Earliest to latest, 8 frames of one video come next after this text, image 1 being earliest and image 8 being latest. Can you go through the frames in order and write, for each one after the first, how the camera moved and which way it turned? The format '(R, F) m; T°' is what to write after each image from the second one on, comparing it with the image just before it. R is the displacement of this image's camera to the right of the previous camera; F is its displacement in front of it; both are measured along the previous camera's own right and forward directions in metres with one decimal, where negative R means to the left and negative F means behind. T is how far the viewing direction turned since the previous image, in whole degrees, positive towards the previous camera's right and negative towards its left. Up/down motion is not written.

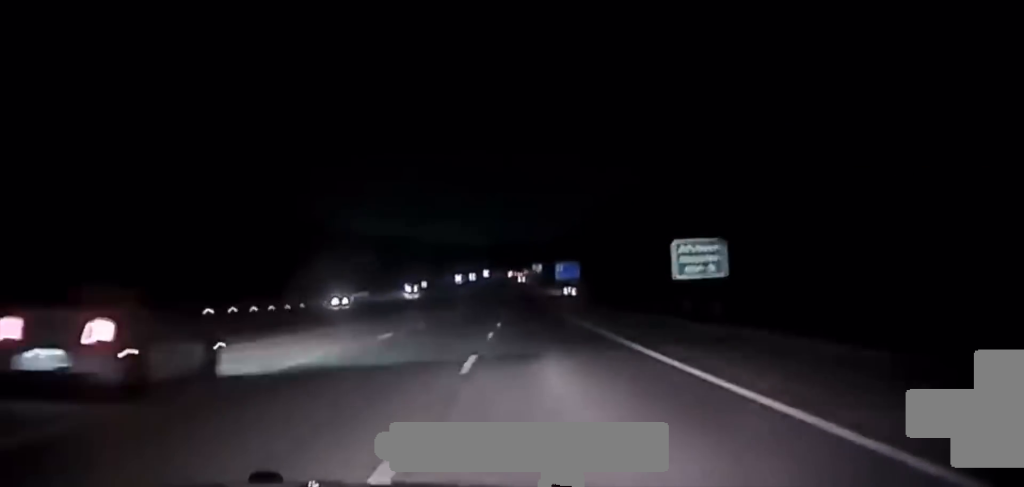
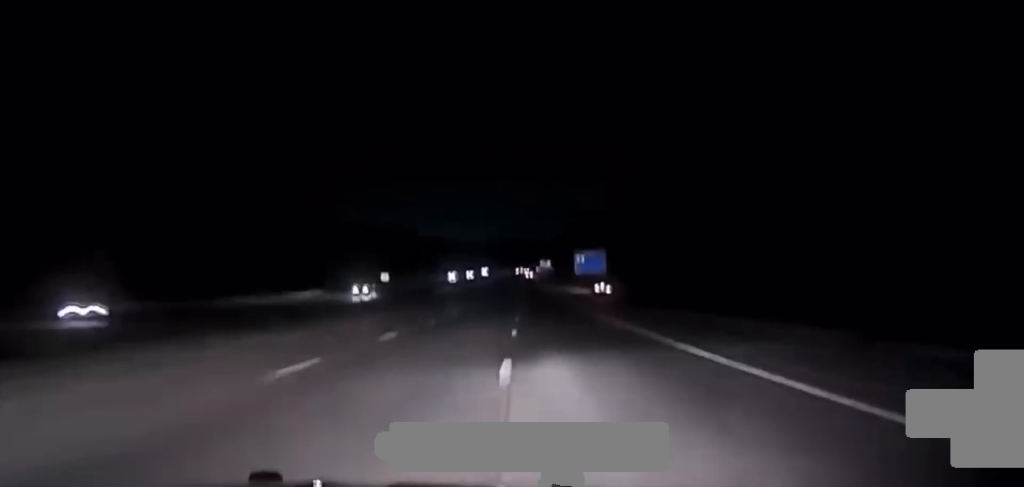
(0.0, +52.1) m; 0°
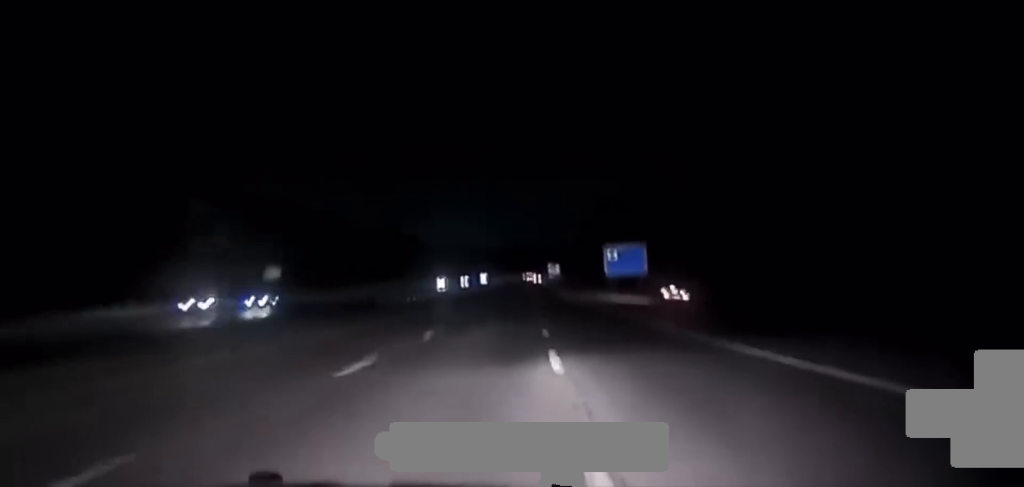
(-0.2, +47.4) m; 0°
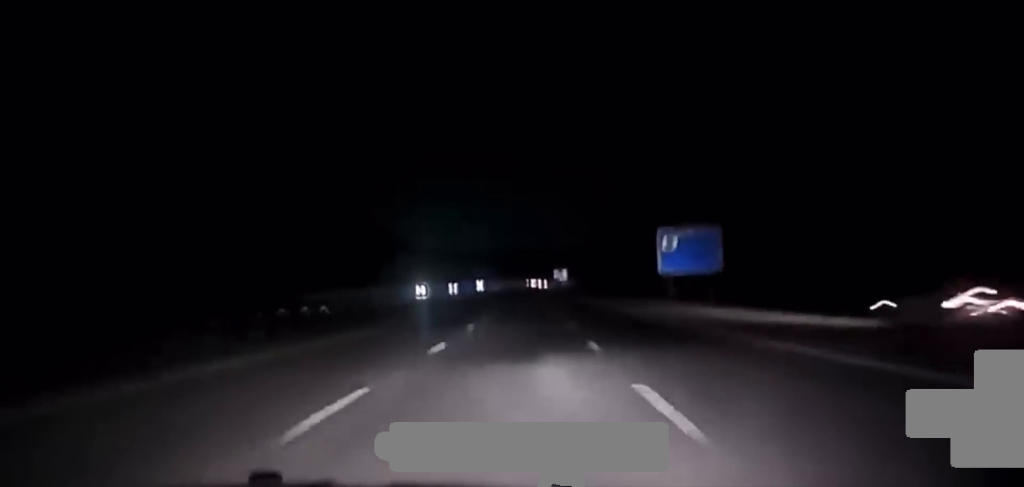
(0.0, +42.7) m; 0°
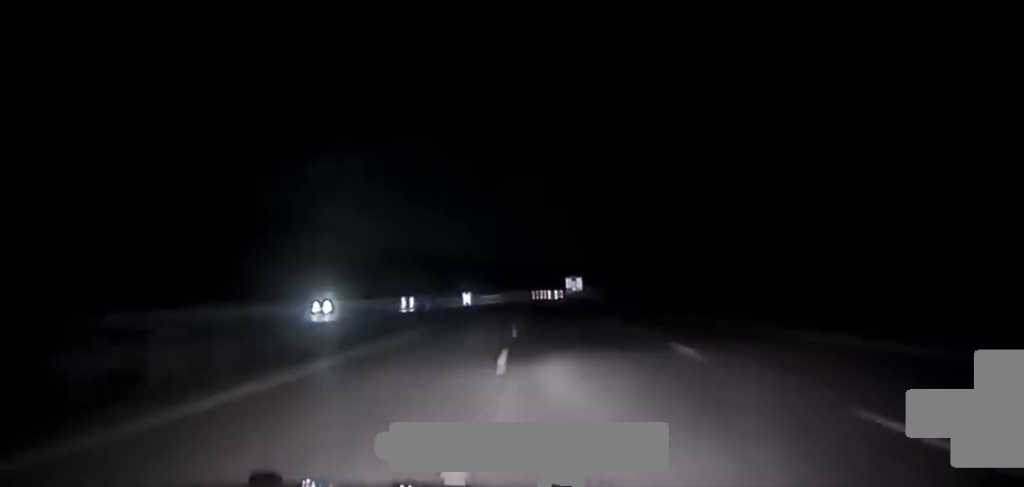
(-0.3, +75.9) m; 0°
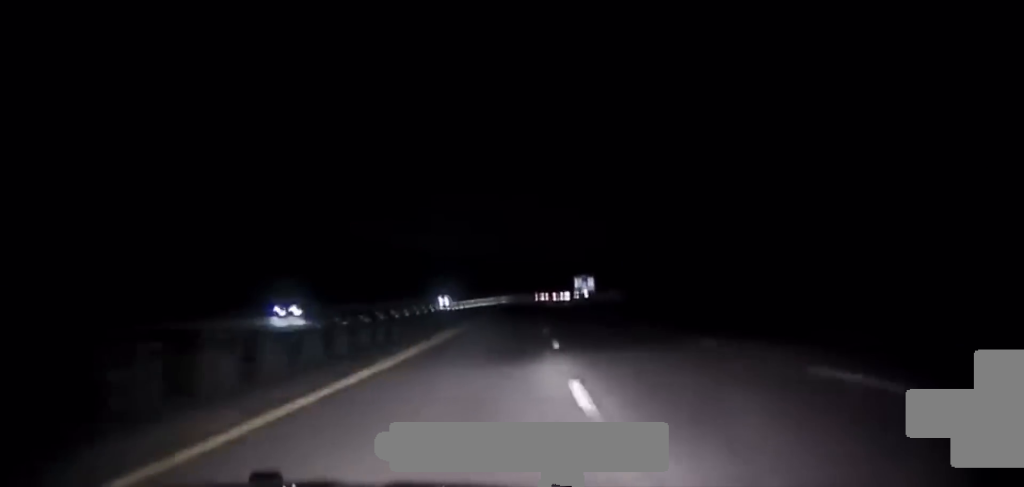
(+0.3, +54.7) m; +1°
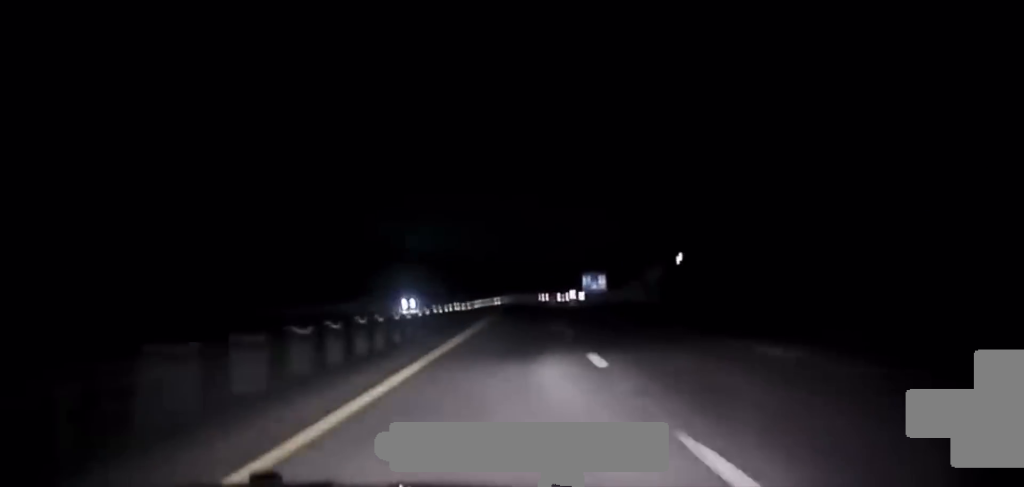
(-0.1, +42.9) m; +1°
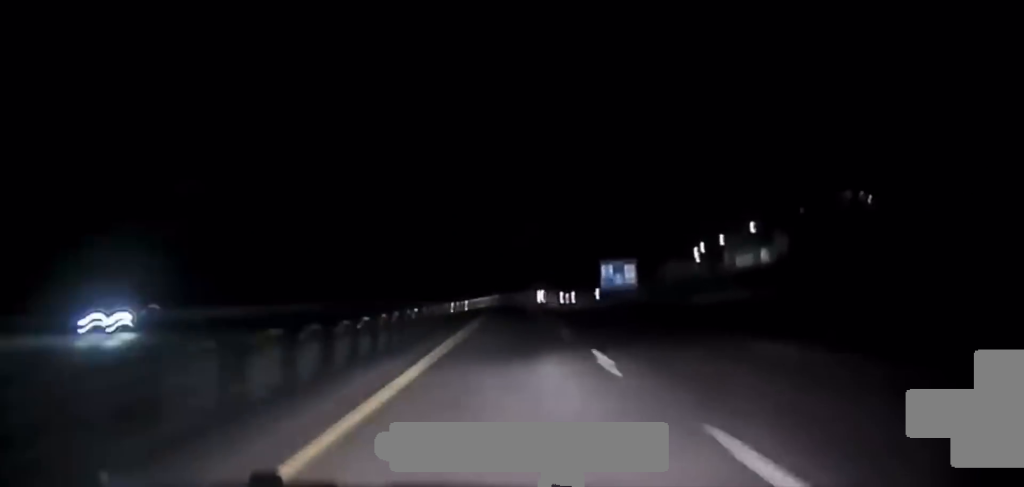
(+0.7, +71.8) m; 0°
